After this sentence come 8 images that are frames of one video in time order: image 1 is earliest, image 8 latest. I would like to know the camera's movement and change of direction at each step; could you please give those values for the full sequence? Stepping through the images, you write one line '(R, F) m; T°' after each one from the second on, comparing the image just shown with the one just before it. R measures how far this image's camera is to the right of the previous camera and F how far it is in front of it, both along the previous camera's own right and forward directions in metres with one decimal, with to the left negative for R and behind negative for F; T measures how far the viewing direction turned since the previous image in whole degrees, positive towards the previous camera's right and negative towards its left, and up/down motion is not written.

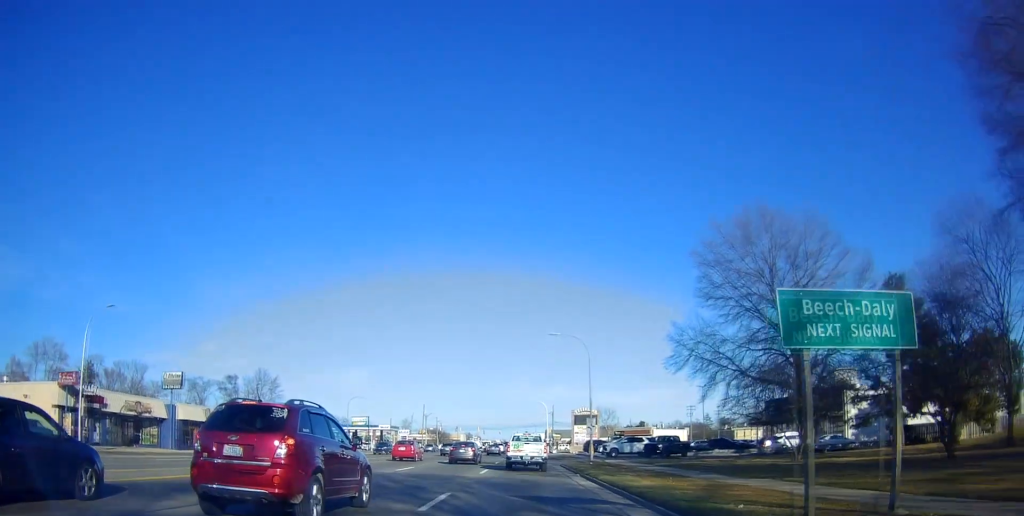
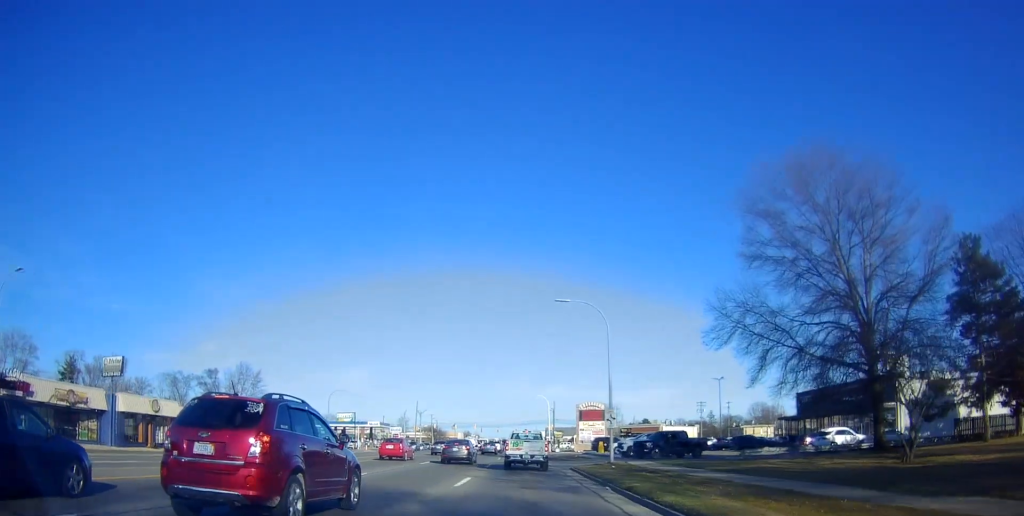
(0.0, +10.1) m; 0°
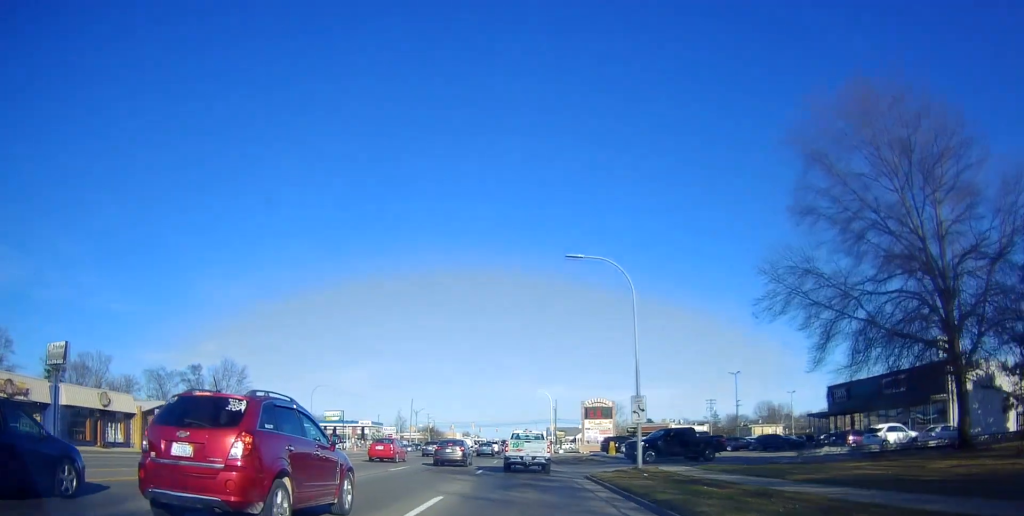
(0.0, +8.3) m; 0°
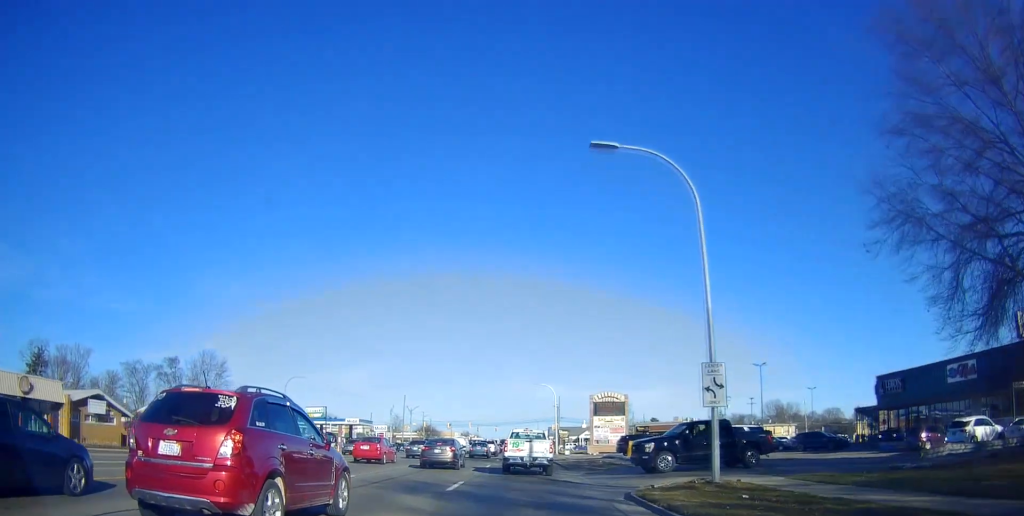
(0.0, +11.8) m; 0°
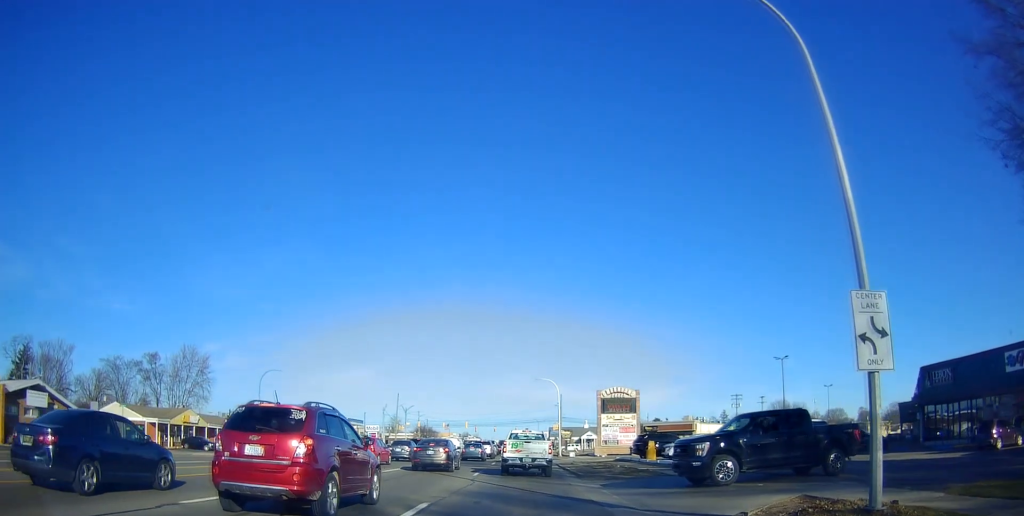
(0.0, +12.7) m; 0°
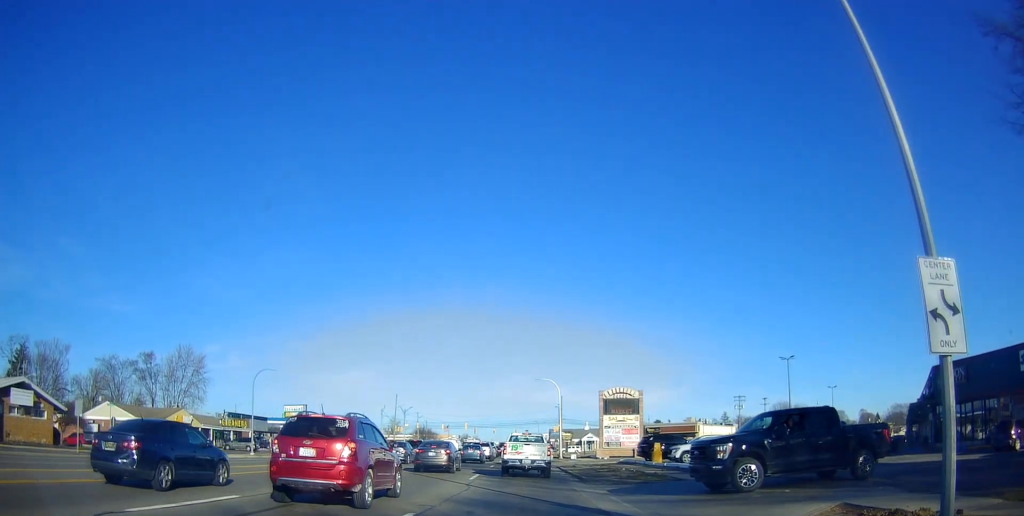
(0.0, +4.6) m; 0°
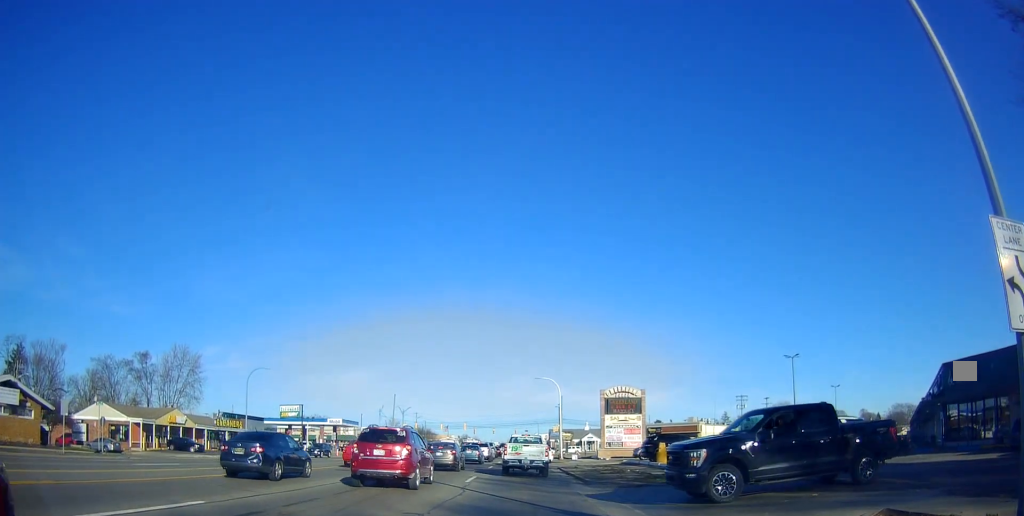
(0.0, +3.5) m; 0°
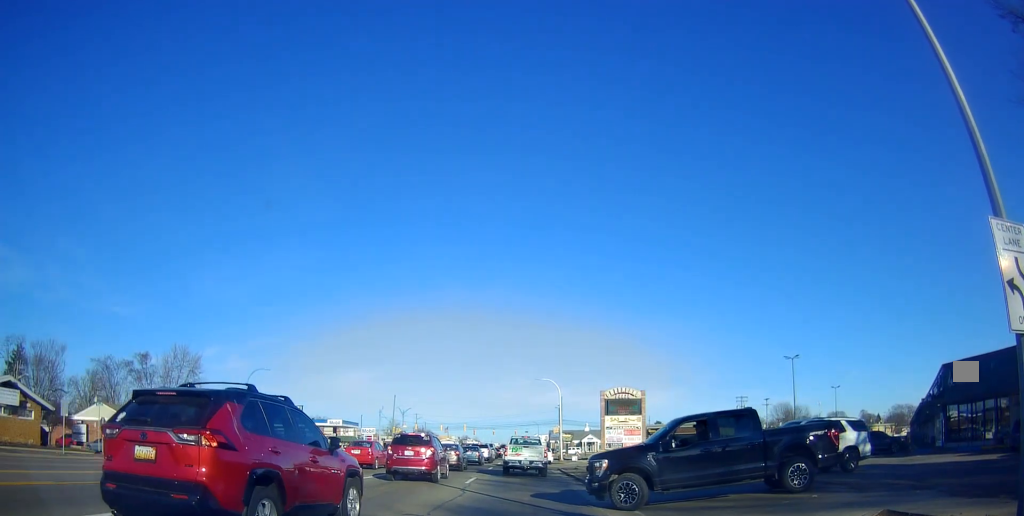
(0.0, +0.9) m; 0°
